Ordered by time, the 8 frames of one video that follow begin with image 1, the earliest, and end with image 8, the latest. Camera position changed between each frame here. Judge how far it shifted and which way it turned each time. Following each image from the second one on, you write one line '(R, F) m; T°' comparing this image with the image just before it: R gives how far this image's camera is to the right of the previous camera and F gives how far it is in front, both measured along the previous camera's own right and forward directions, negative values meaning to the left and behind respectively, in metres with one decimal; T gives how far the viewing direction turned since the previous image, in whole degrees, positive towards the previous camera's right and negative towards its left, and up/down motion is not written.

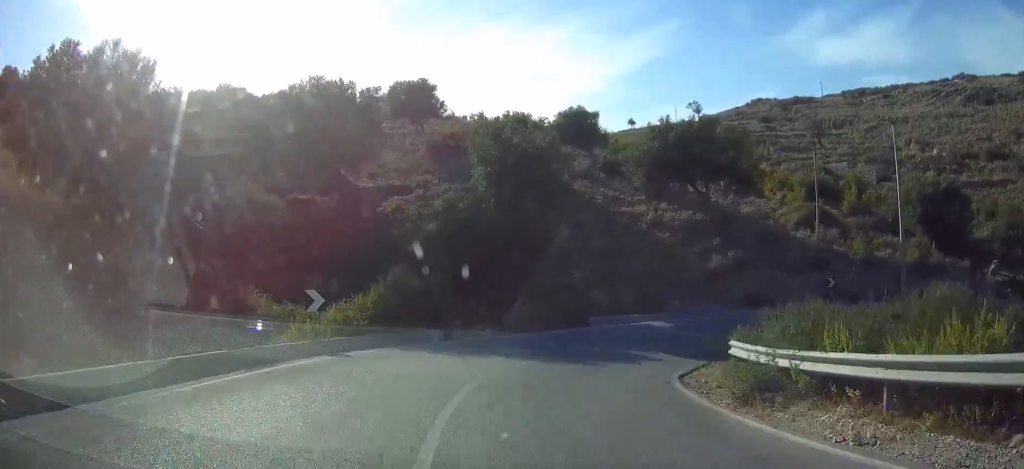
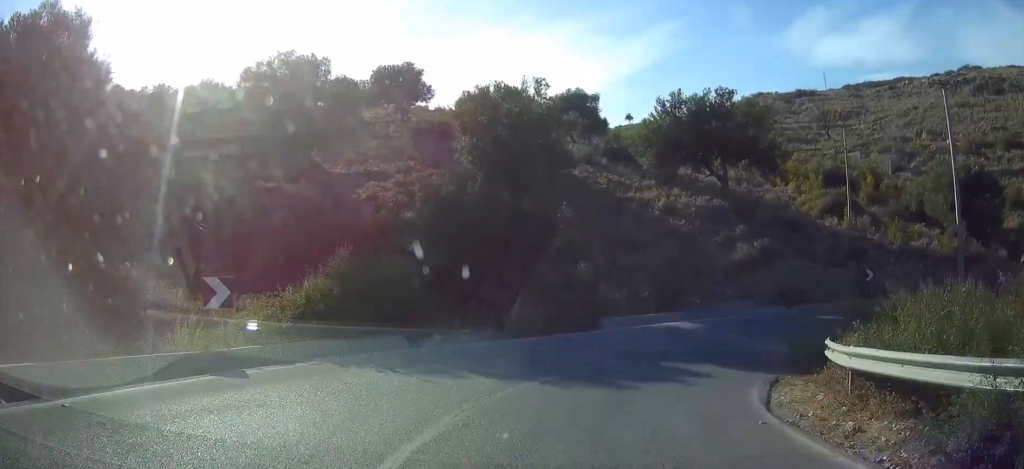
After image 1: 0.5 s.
(-0.2, +6.5) m; -1°
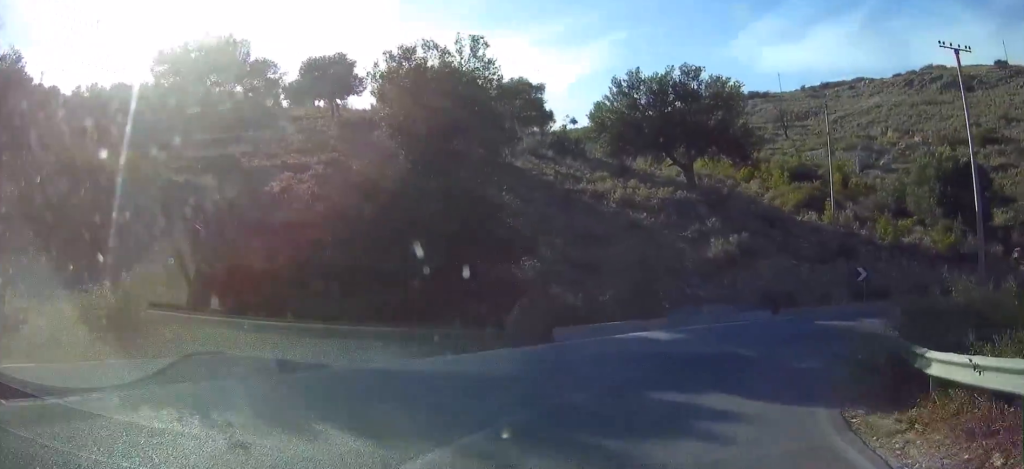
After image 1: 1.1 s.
(-0.1, +6.2) m; +1°
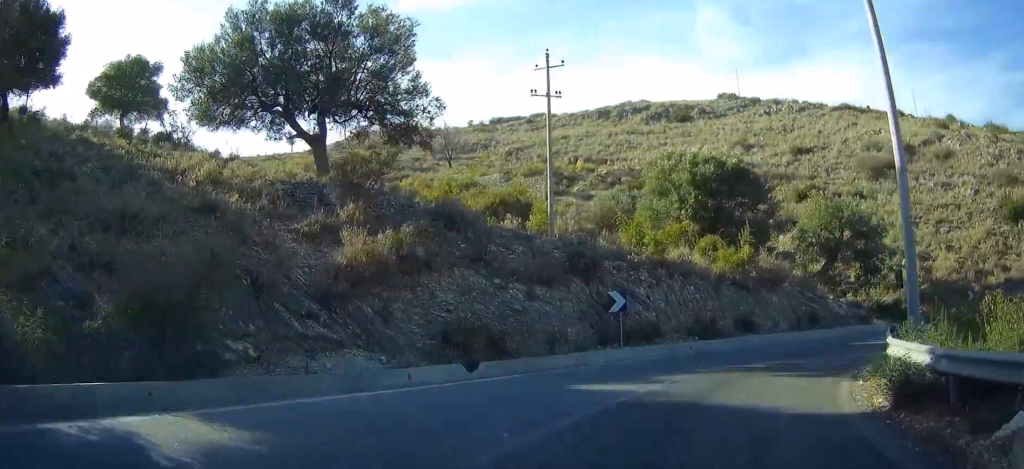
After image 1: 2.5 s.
(+1.0, +14.6) m; +15°
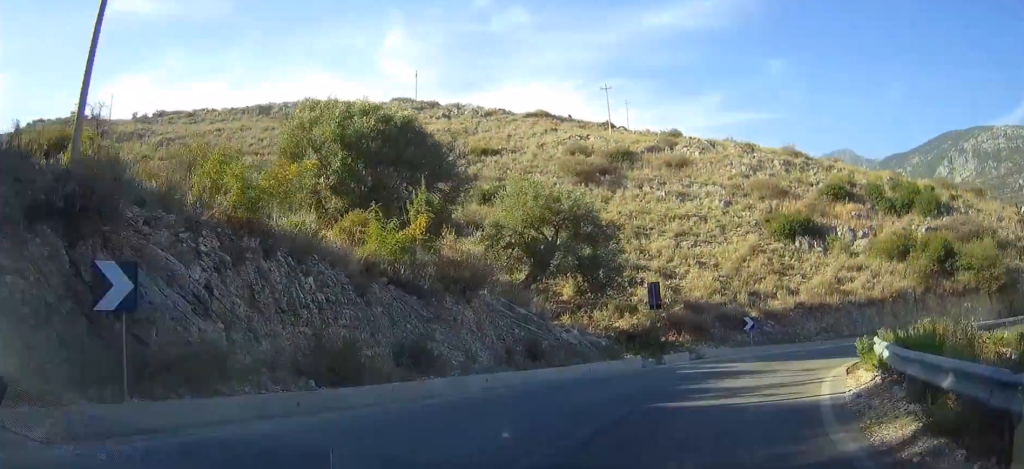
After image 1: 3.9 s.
(+3.0, +10.6) m; +47°
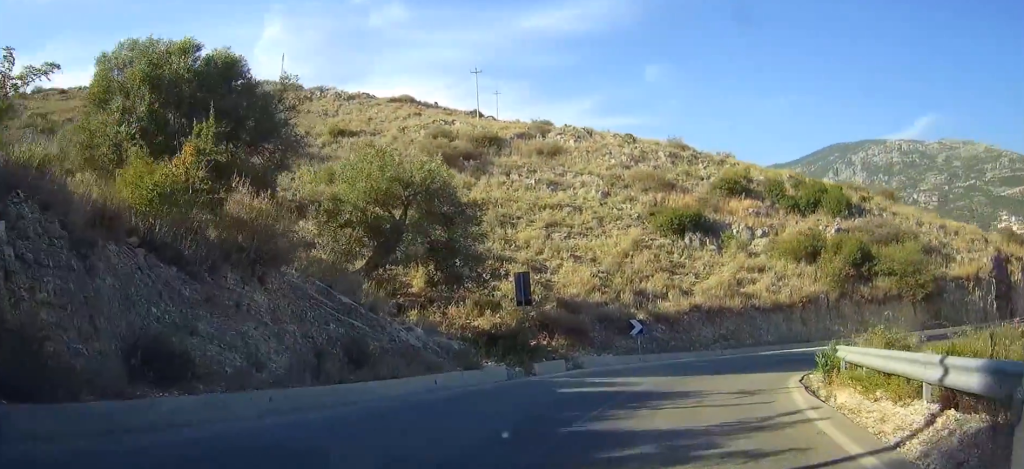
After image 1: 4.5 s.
(+0.5, +4.5) m; +26°
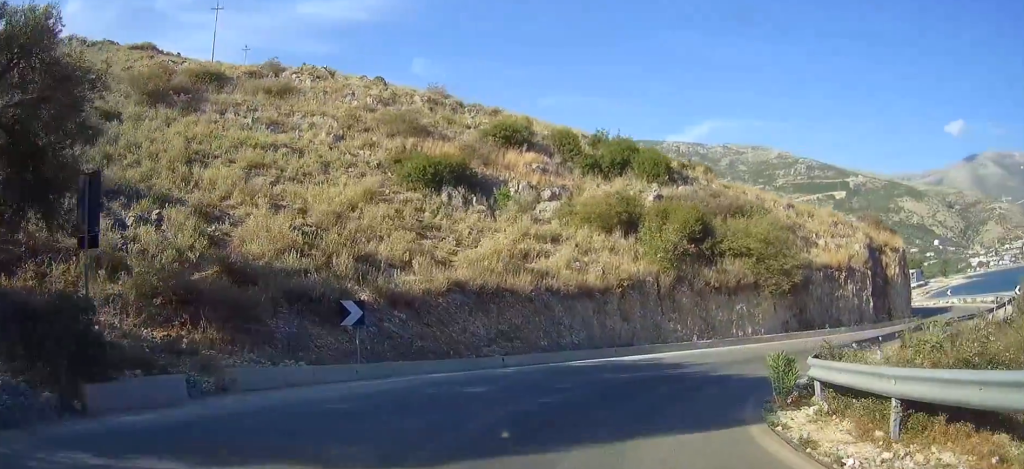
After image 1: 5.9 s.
(+5.4, +12.1) m; +24°
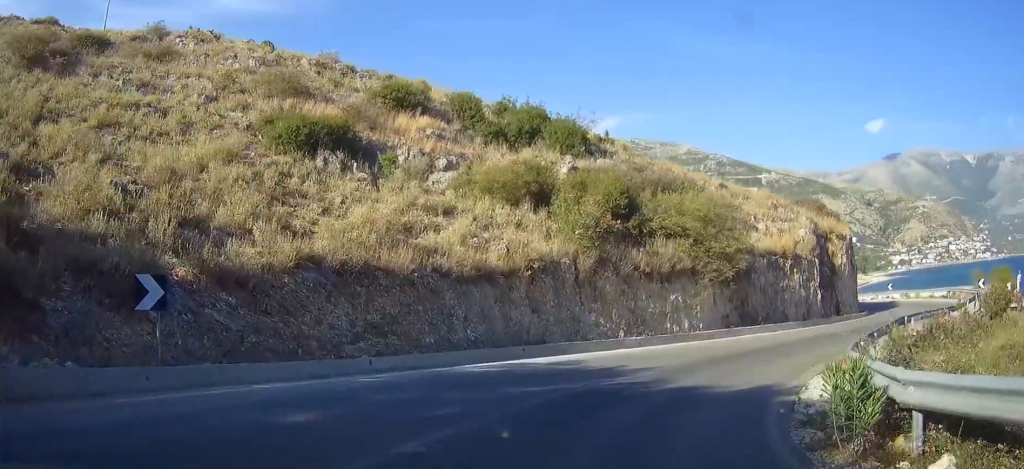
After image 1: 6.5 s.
(0.0, +5.6) m; 0°
